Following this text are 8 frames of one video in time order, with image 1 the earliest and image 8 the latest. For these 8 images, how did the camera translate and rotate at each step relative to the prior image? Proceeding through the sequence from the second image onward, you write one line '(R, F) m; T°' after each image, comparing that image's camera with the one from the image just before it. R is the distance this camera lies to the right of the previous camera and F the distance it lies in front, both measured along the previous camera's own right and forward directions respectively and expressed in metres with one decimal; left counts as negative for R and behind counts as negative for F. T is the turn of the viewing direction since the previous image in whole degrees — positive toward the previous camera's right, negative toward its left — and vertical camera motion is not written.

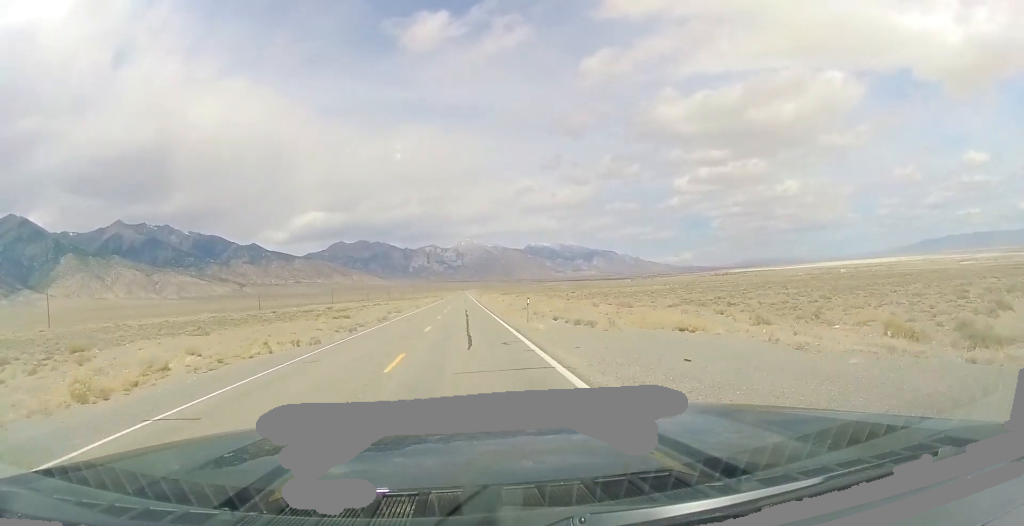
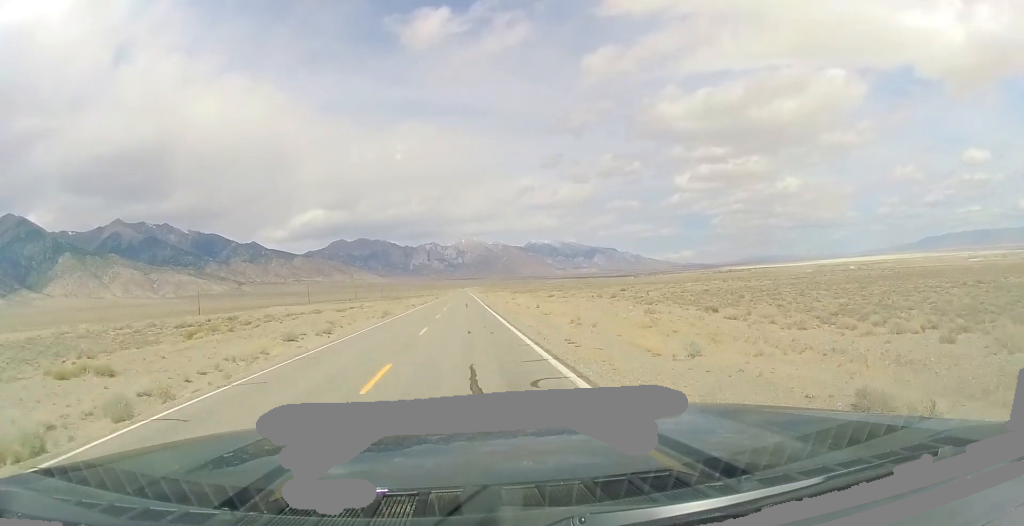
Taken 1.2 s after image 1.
(0.0, +39.2) m; -1°
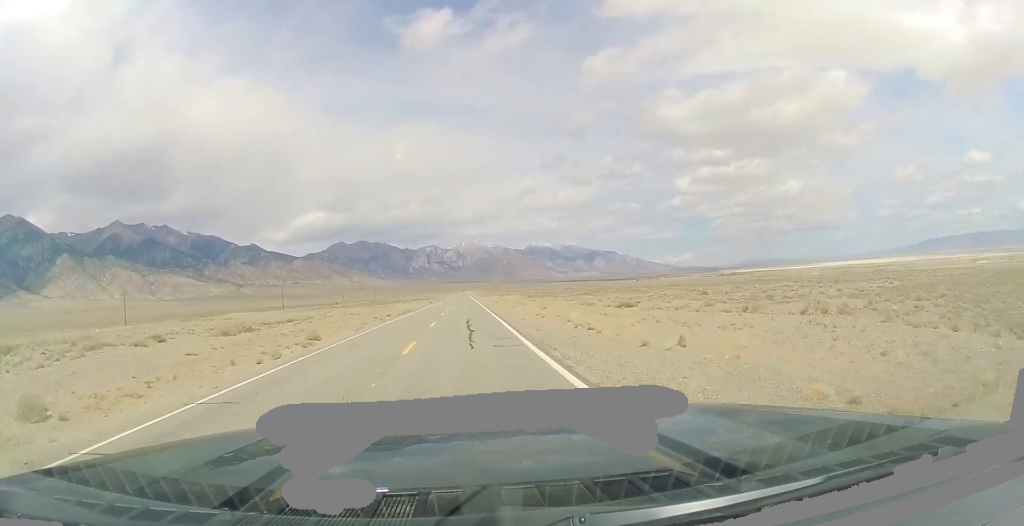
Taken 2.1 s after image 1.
(-0.4, +30.3) m; 0°
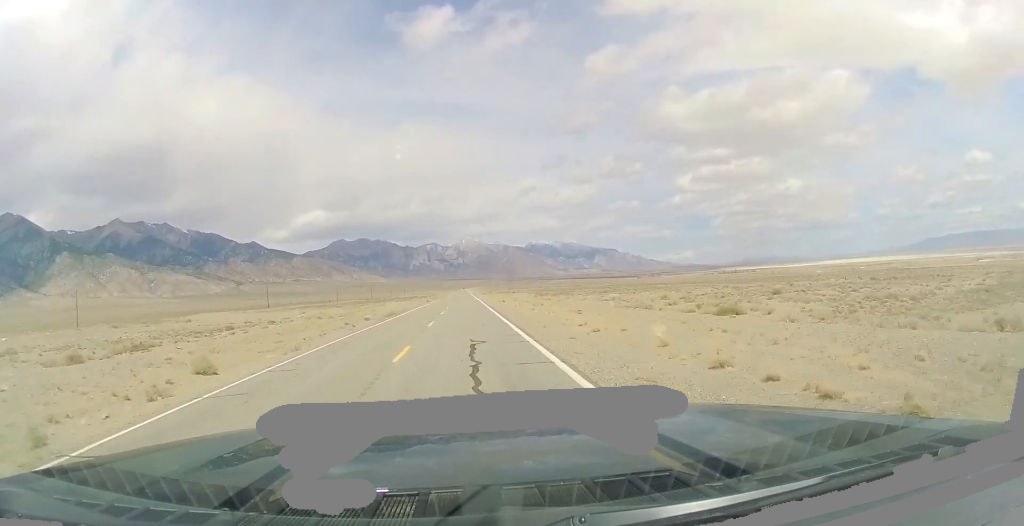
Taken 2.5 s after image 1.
(+0.1, +14.7) m; 0°
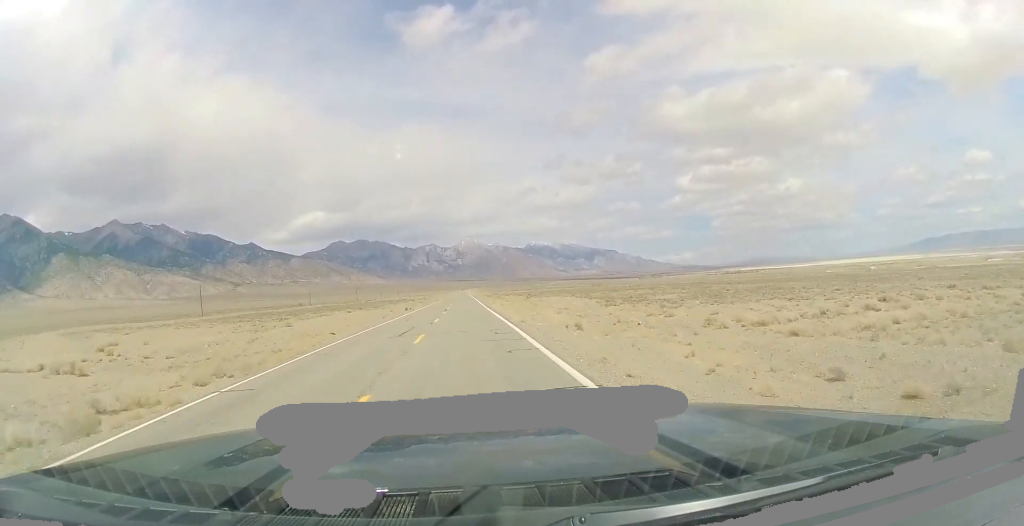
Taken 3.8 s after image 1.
(+0.4, +44.2) m; 0°
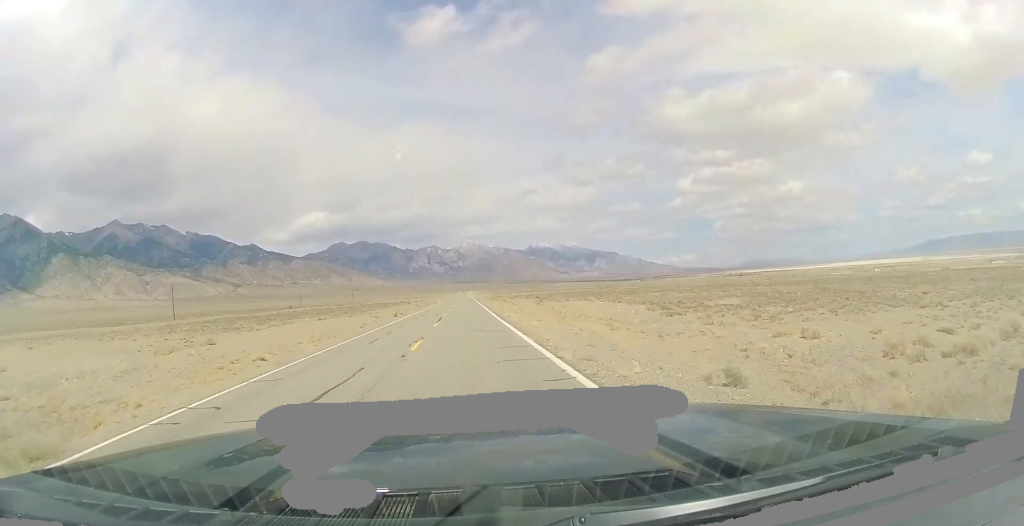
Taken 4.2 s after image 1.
(0.0, +14.8) m; 0°
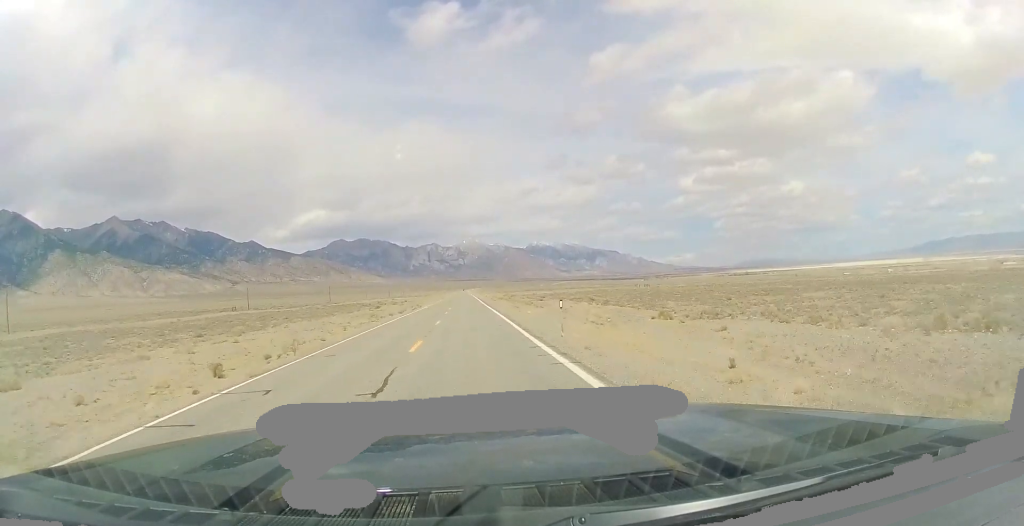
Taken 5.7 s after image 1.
(0.0, +49.8) m; 0°
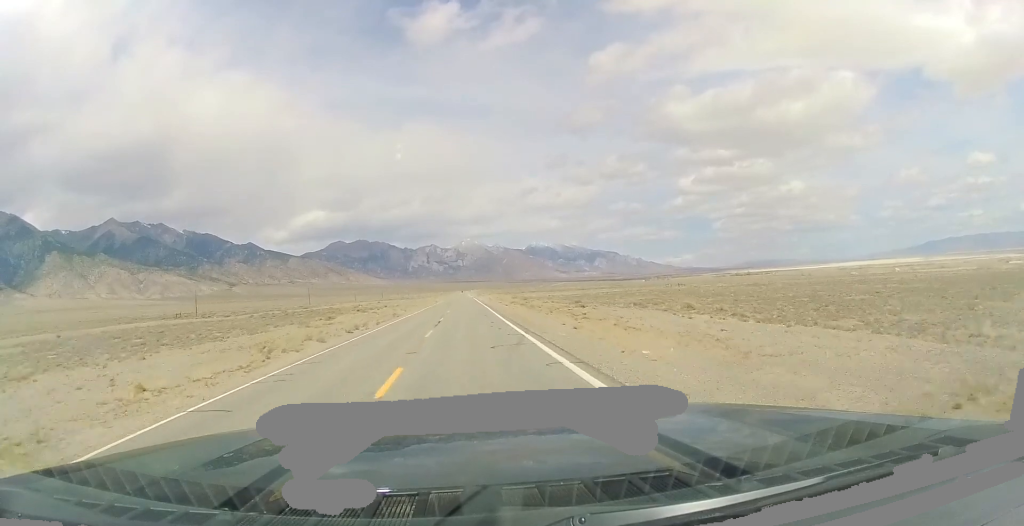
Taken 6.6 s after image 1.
(-0.1, +30.6) m; 0°
